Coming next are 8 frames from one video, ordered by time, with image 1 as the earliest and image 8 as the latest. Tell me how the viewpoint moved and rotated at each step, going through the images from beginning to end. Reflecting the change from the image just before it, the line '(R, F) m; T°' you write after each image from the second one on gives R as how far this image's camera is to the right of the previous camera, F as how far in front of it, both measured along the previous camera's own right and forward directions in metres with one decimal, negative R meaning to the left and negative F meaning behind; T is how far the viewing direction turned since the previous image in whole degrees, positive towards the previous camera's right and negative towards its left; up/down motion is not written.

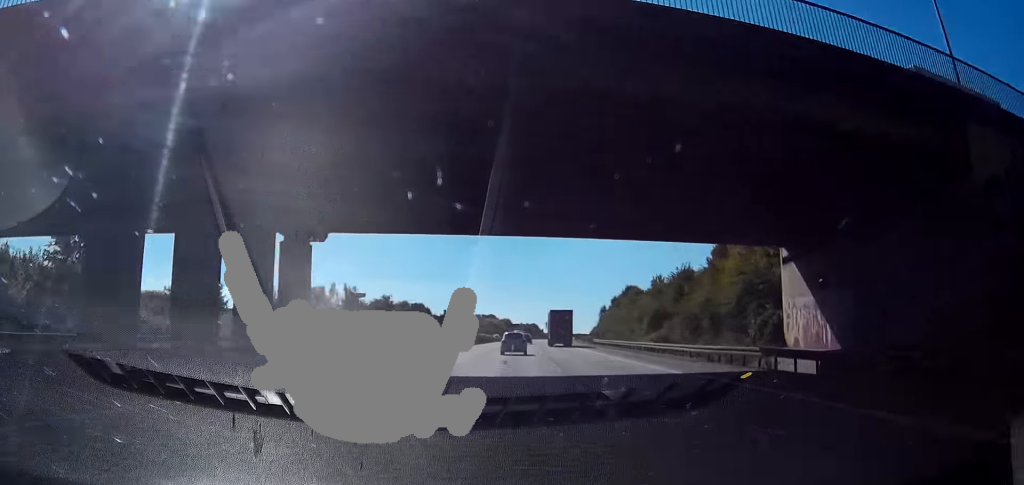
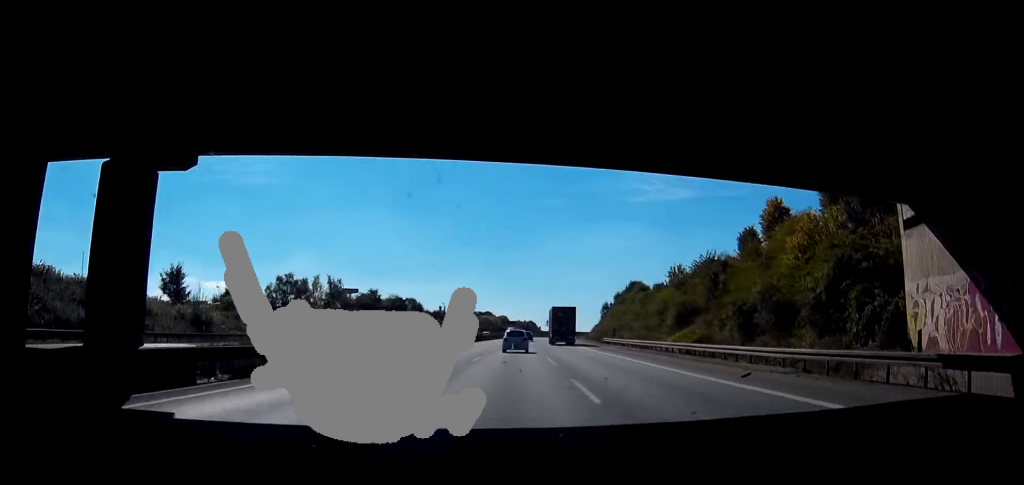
(+0.3, +13.4) m; 0°
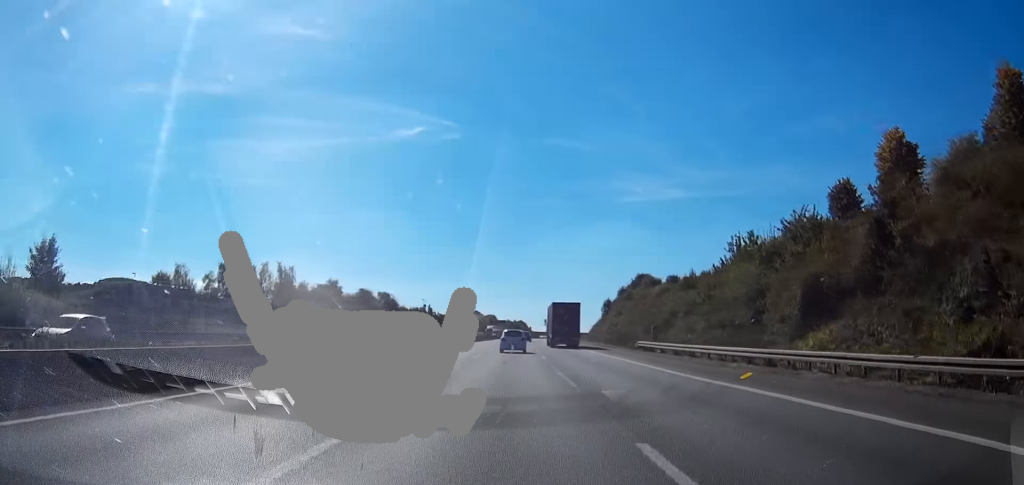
(-0.5, +30.5) m; -3°
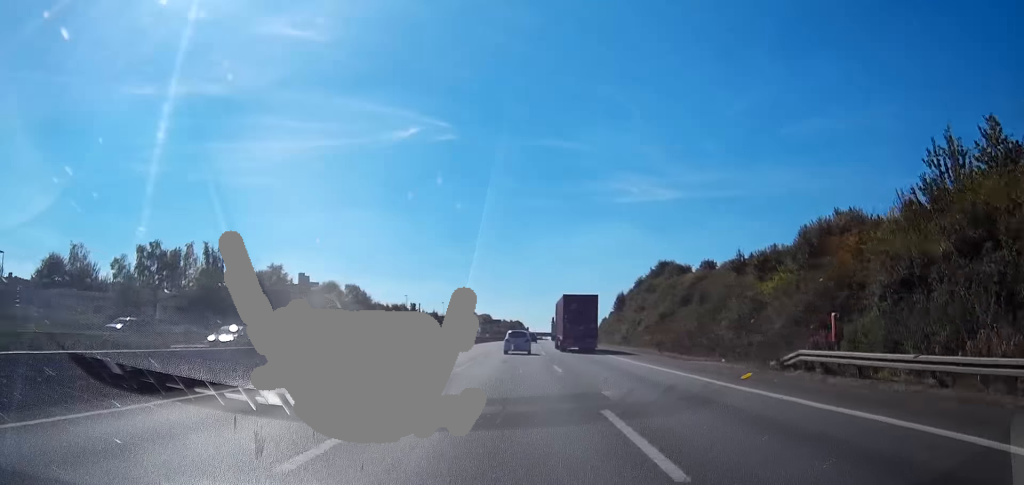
(-1.5, +34.6) m; -4°
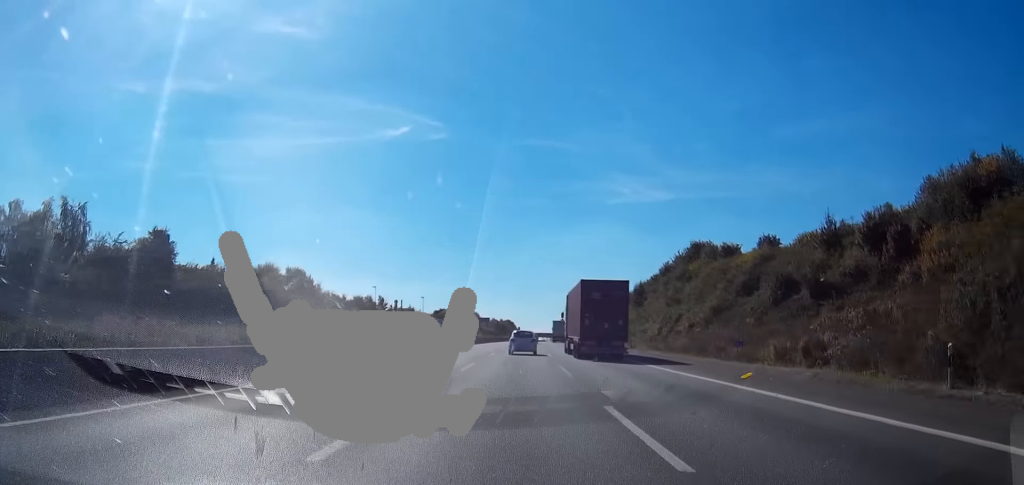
(-1.3, +38.4) m; -2°
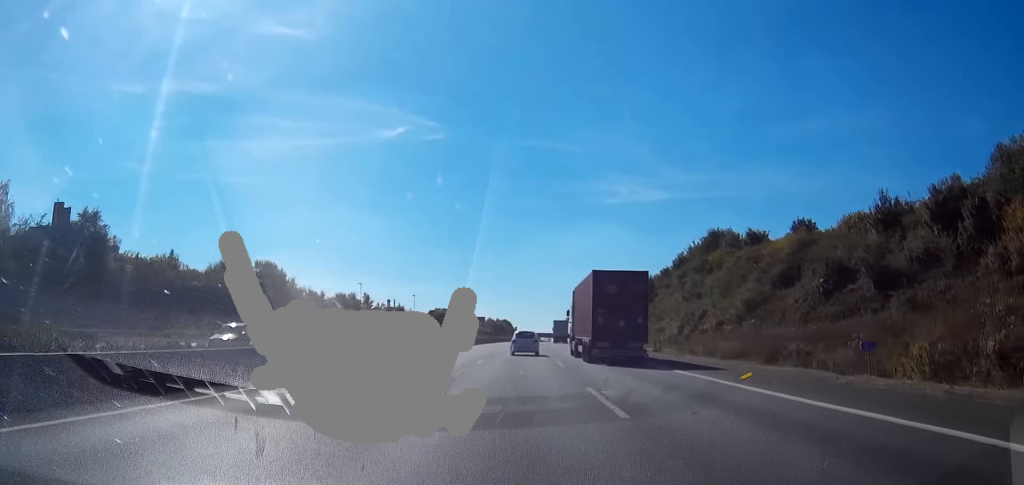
(0.0, +14.3) m; 0°
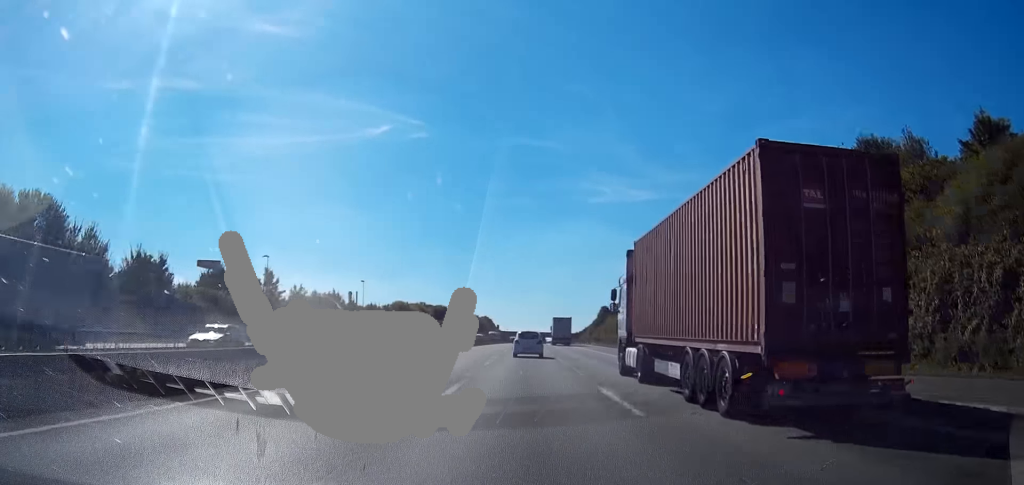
(+1.6, +57.1) m; +4°
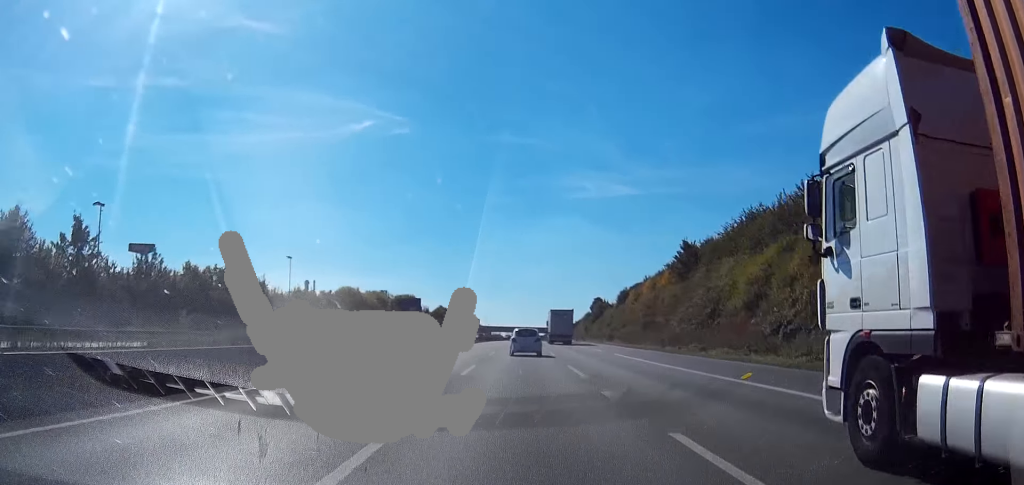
(+0.6, +46.7) m; +1°
